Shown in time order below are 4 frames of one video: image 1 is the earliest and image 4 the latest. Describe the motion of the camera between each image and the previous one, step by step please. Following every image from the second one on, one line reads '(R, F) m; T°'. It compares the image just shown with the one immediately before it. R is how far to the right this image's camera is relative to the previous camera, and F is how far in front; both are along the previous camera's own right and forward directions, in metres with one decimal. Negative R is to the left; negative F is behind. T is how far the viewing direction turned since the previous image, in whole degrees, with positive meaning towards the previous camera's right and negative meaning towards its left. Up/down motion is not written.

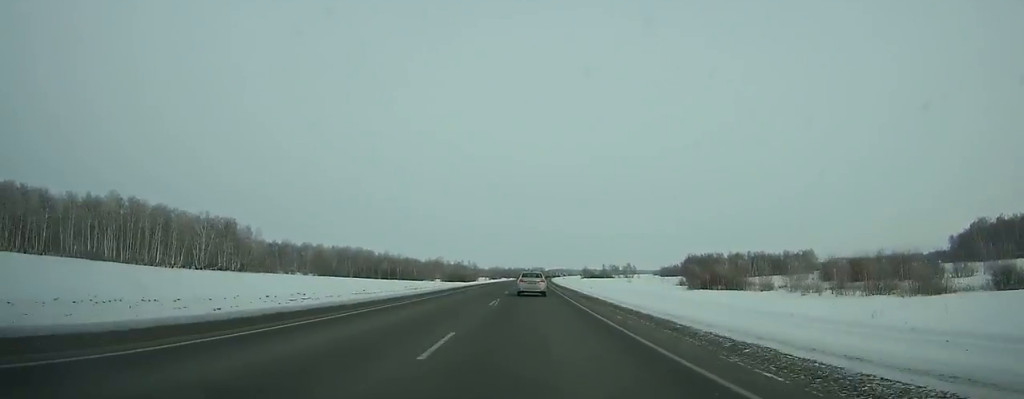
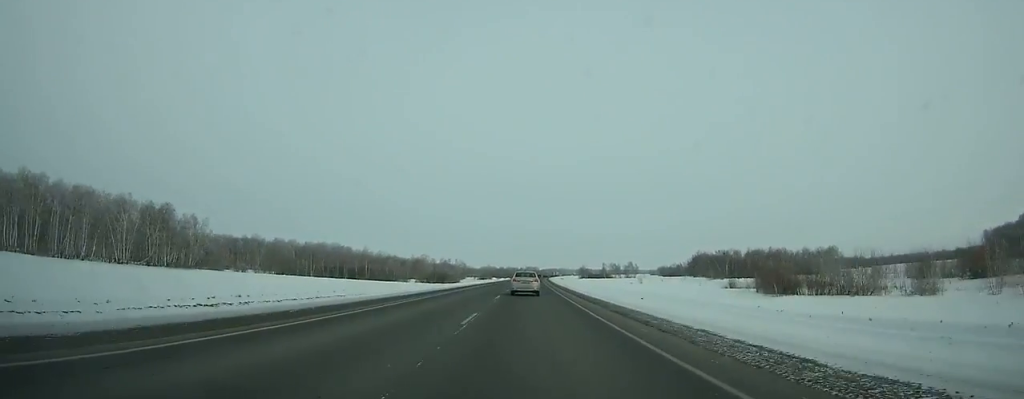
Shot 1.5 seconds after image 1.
(0.0, +41.6) m; +1°
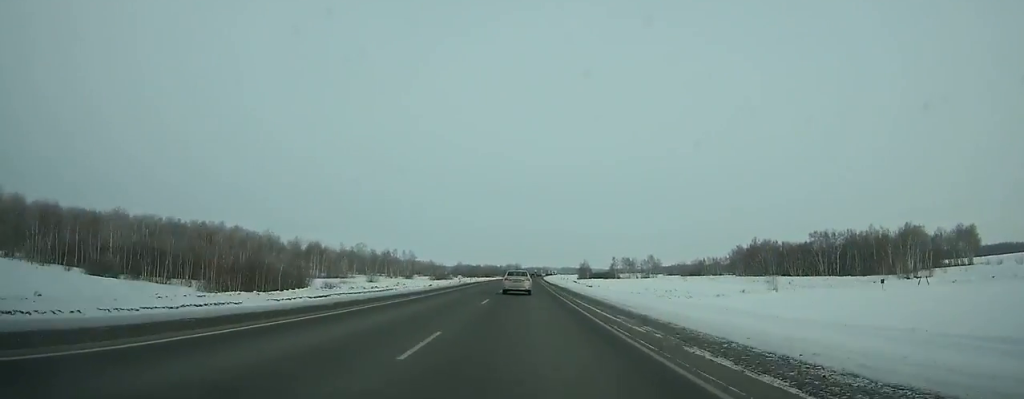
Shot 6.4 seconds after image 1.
(+1.8, +134.8) m; +1°
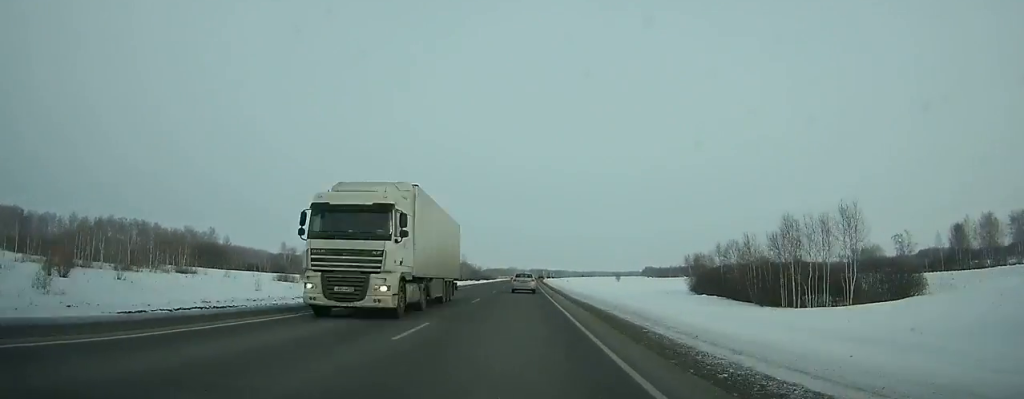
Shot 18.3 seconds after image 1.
(+8.1, +318.8) m; +3°
